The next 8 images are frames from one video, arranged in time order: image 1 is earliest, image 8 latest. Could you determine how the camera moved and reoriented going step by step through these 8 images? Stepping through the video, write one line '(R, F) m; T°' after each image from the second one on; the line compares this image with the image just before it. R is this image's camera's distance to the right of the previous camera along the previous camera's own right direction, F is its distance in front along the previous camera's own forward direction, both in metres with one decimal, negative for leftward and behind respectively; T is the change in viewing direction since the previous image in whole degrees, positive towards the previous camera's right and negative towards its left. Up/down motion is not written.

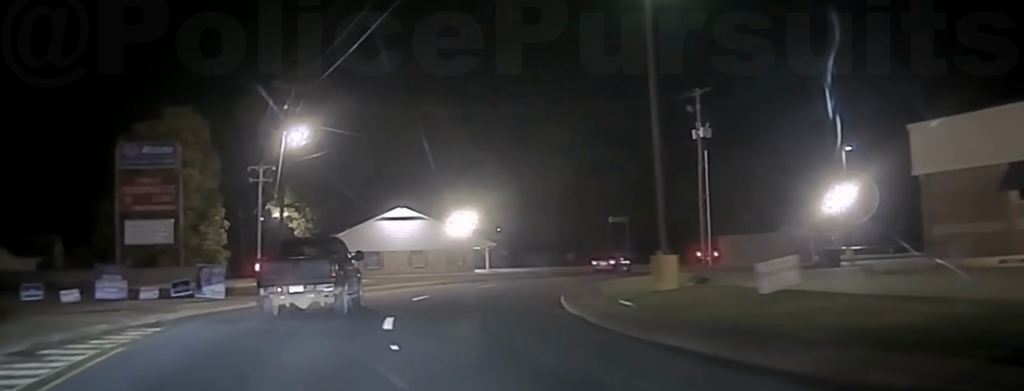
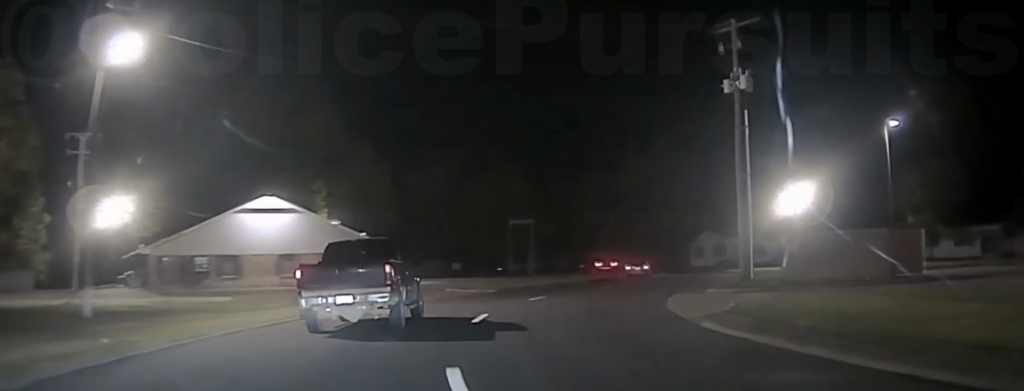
(+1.9, +19.5) m; +14°
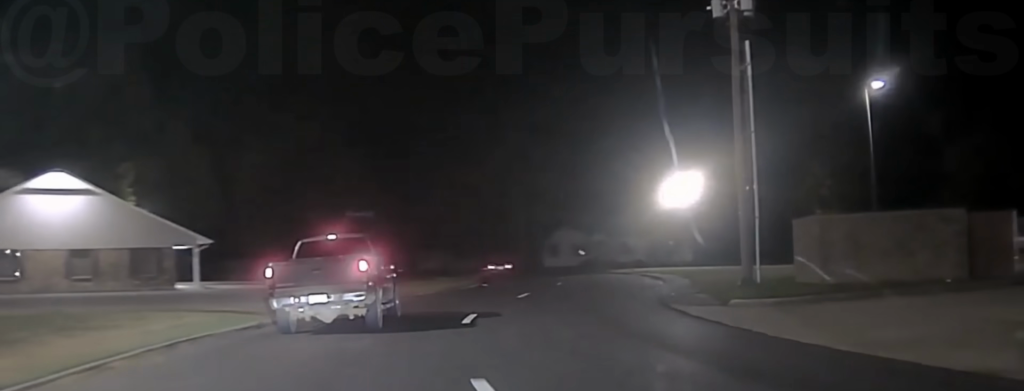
(+1.4, +13.2) m; +9°
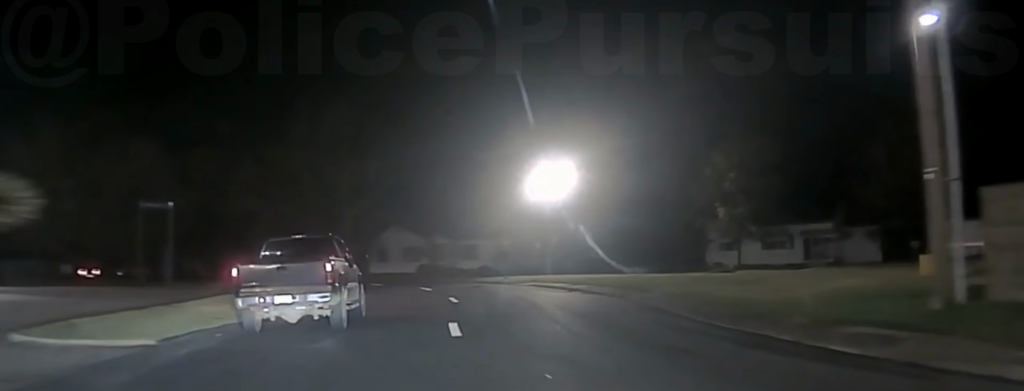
(+1.1, +14.8) m; +12°
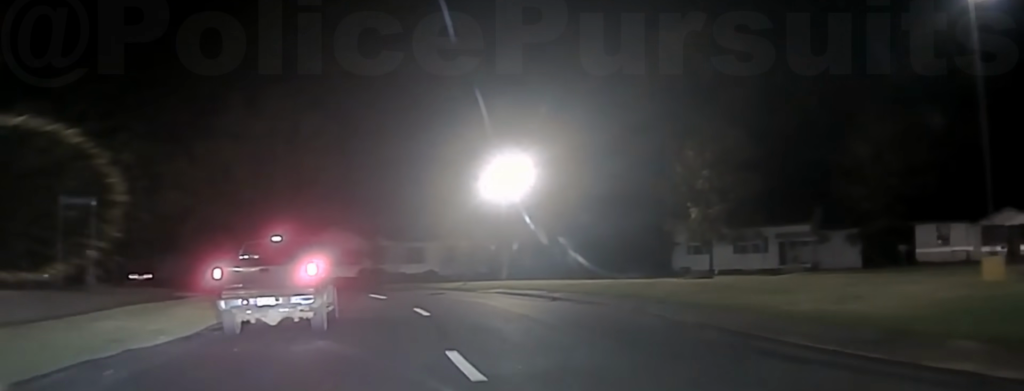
(+0.3, +5.5) m; +4°
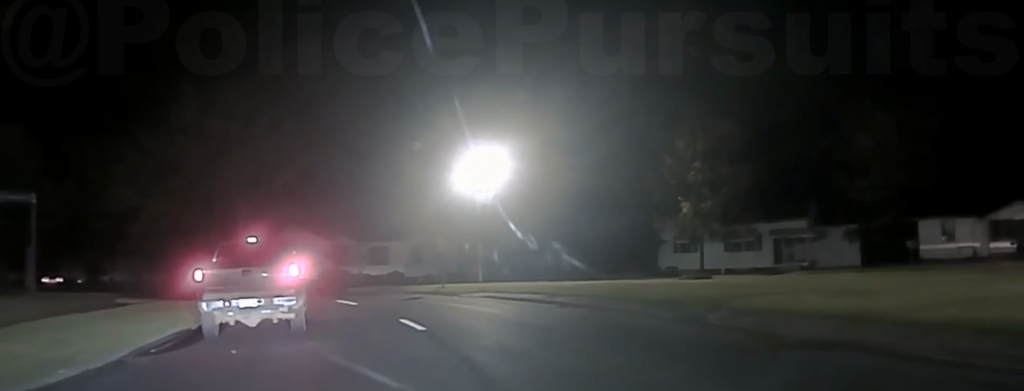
(+0.2, +4.8) m; +3°
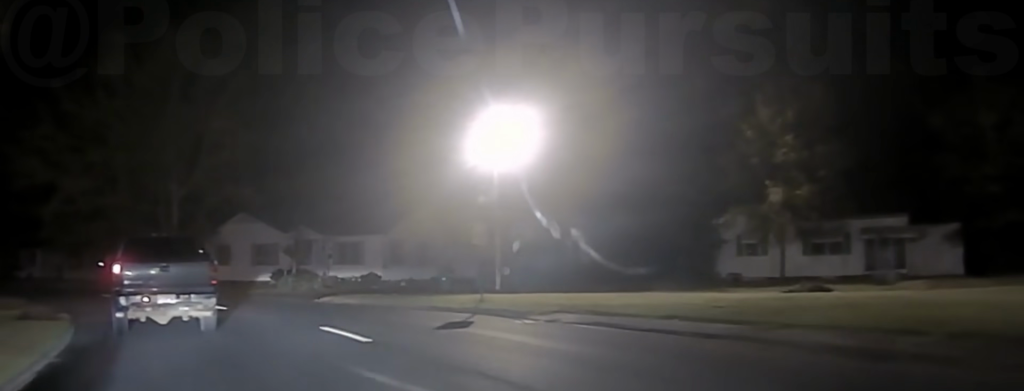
(+0.6, +14.4) m; +1°
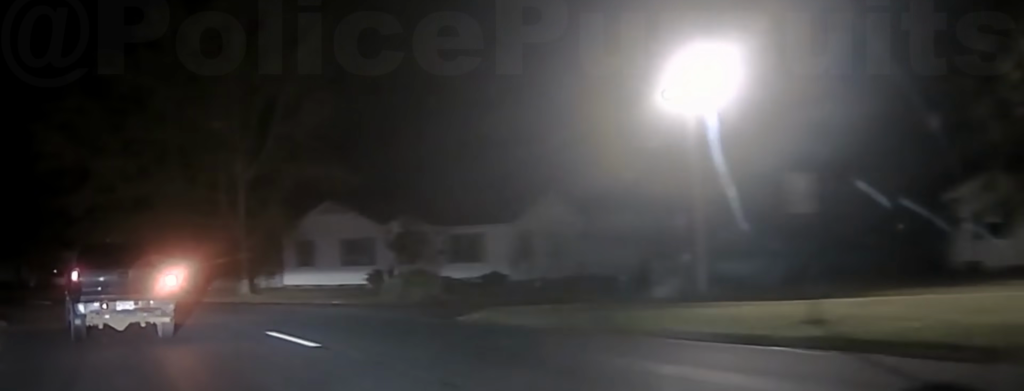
(-0.6, +12.7) m; -10°
